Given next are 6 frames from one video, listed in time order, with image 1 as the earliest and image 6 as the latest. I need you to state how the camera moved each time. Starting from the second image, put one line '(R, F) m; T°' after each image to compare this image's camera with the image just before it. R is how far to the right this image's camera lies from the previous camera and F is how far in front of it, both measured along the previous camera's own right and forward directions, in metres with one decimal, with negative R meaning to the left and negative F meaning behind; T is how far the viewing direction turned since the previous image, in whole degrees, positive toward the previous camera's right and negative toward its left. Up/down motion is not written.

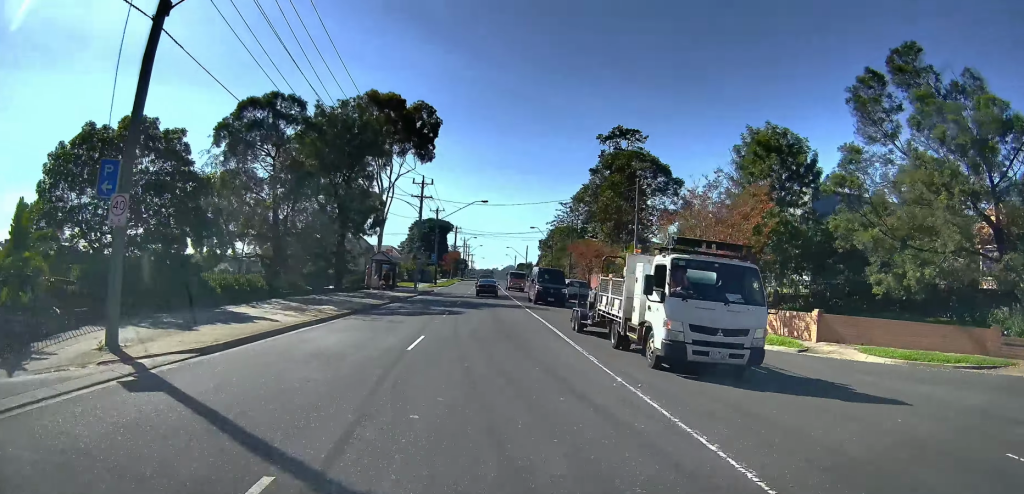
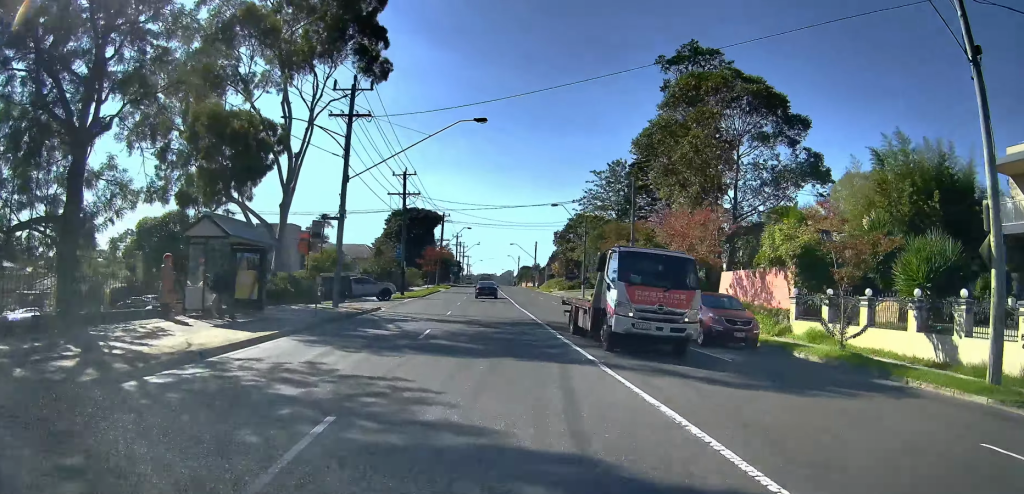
(+1.1, +32.6) m; 0°
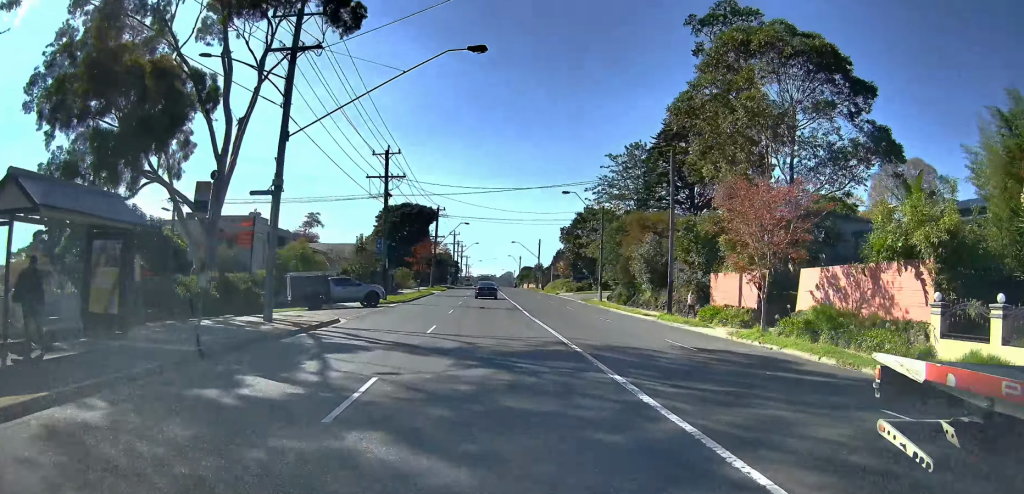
(+0.5, +9.4) m; 0°
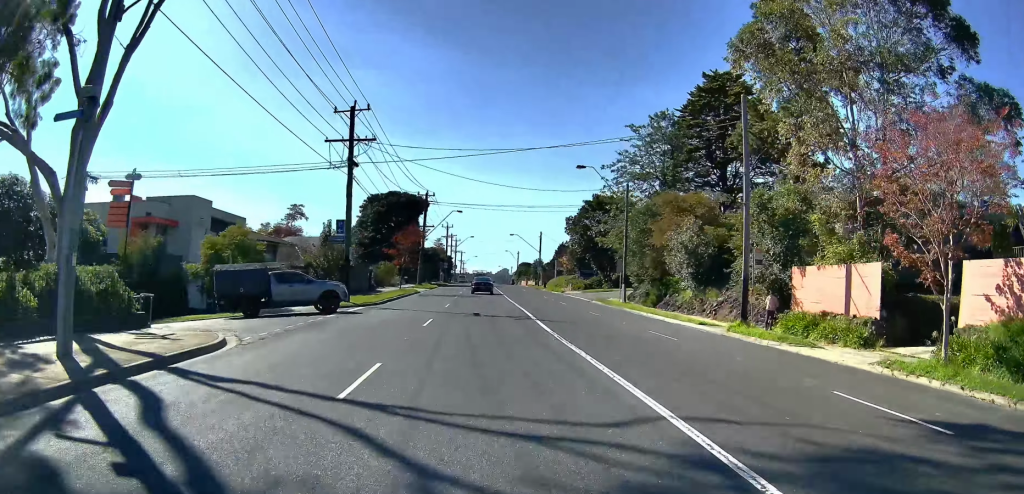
(-0.3, +10.6) m; -2°
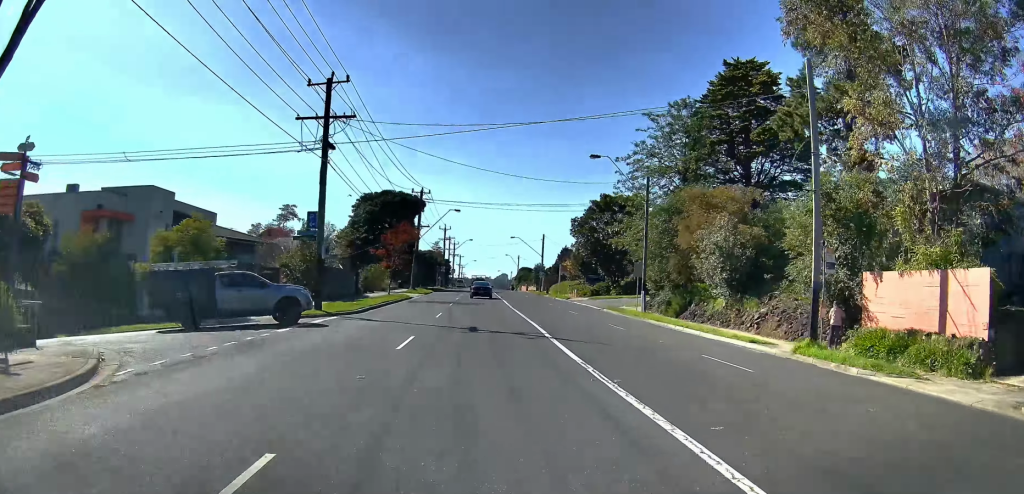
(-0.2, +5.5) m; 0°
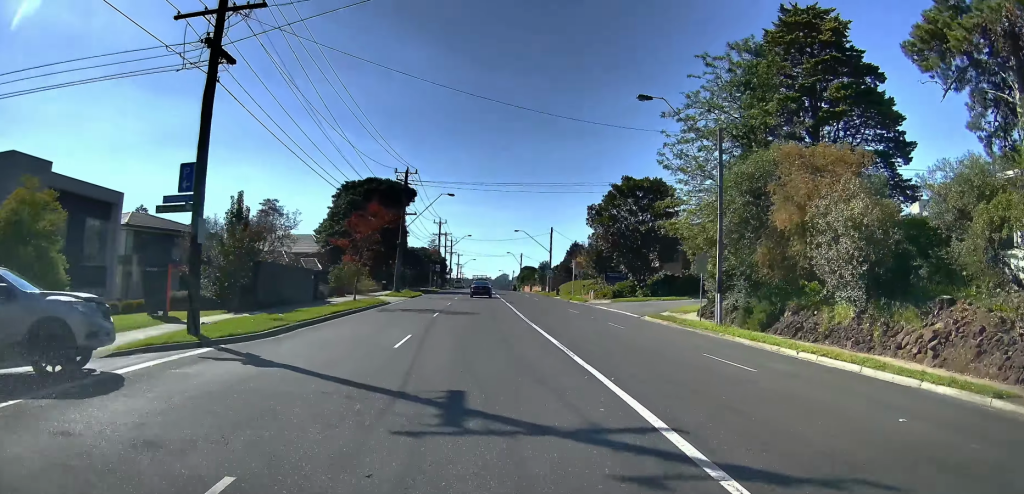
(+0.4, +12.3) m; +4°
